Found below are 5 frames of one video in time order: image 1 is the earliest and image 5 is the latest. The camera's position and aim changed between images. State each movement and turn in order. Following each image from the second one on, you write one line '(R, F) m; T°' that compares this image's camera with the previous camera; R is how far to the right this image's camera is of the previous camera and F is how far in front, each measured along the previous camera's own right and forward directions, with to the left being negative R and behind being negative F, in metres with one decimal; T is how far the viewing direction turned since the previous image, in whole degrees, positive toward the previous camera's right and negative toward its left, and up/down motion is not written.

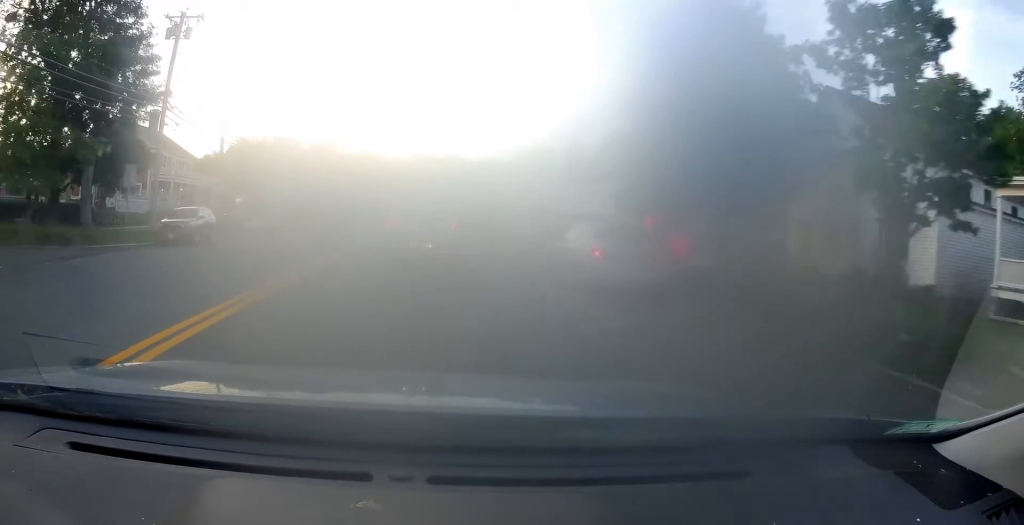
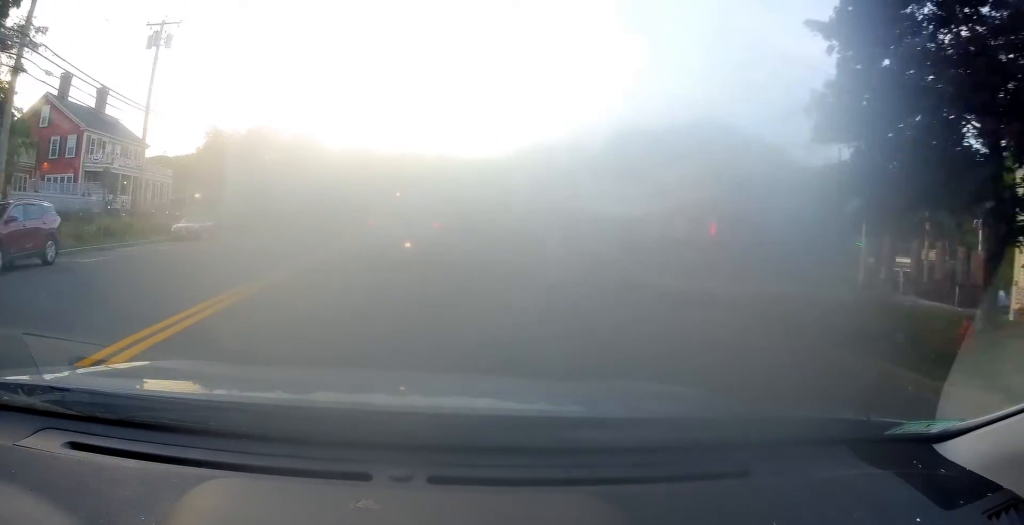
(0.0, +12.3) m; -2°
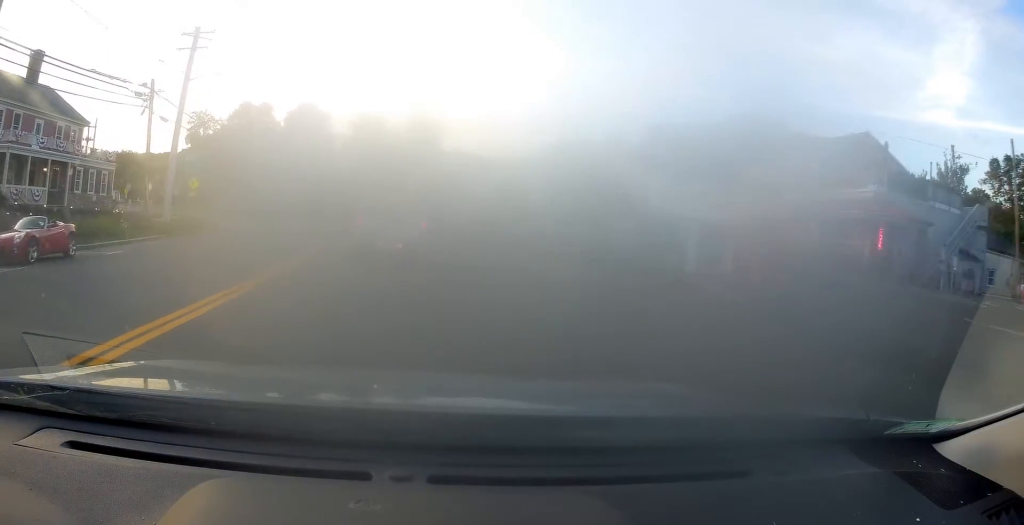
(-0.3, +16.0) m; -1°
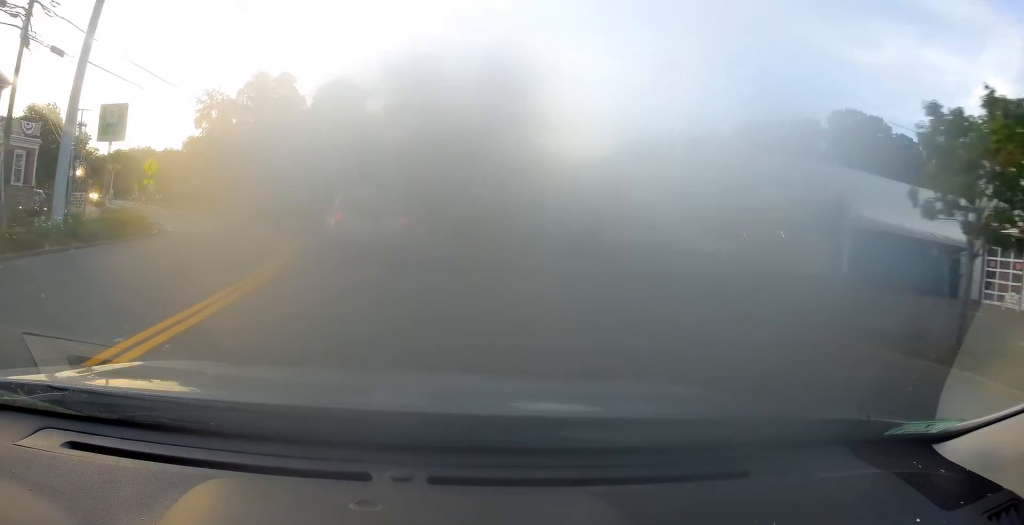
(-0.4, +17.0) m; -5°
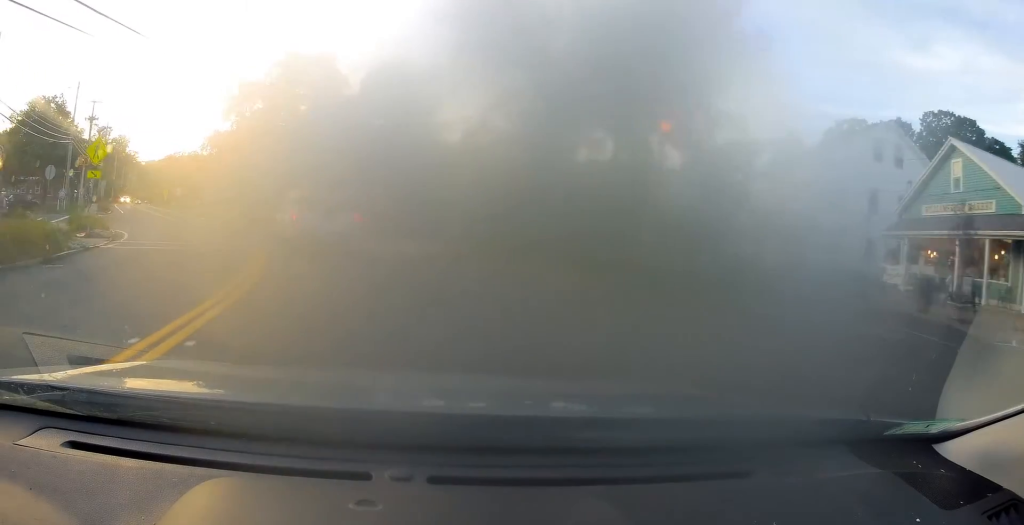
(-0.4, +12.1) m; -6°
